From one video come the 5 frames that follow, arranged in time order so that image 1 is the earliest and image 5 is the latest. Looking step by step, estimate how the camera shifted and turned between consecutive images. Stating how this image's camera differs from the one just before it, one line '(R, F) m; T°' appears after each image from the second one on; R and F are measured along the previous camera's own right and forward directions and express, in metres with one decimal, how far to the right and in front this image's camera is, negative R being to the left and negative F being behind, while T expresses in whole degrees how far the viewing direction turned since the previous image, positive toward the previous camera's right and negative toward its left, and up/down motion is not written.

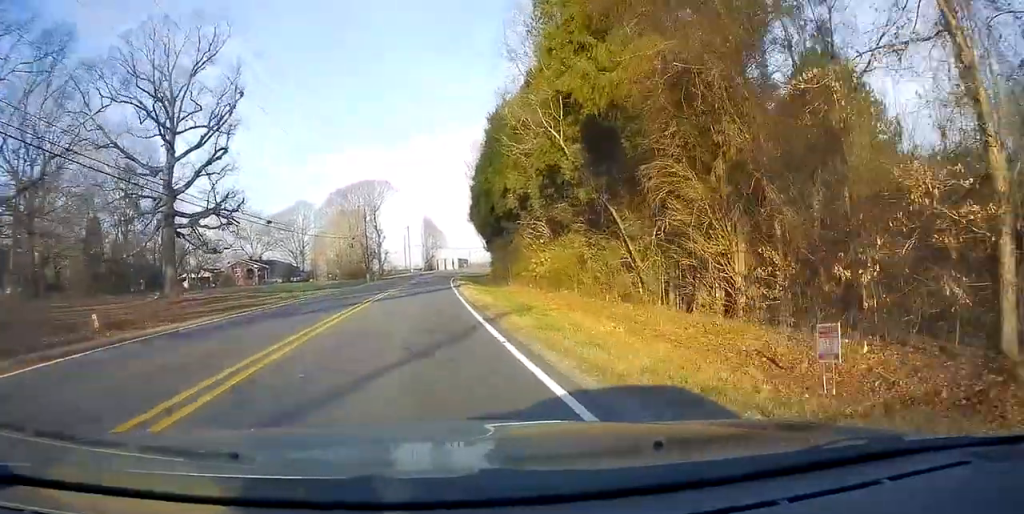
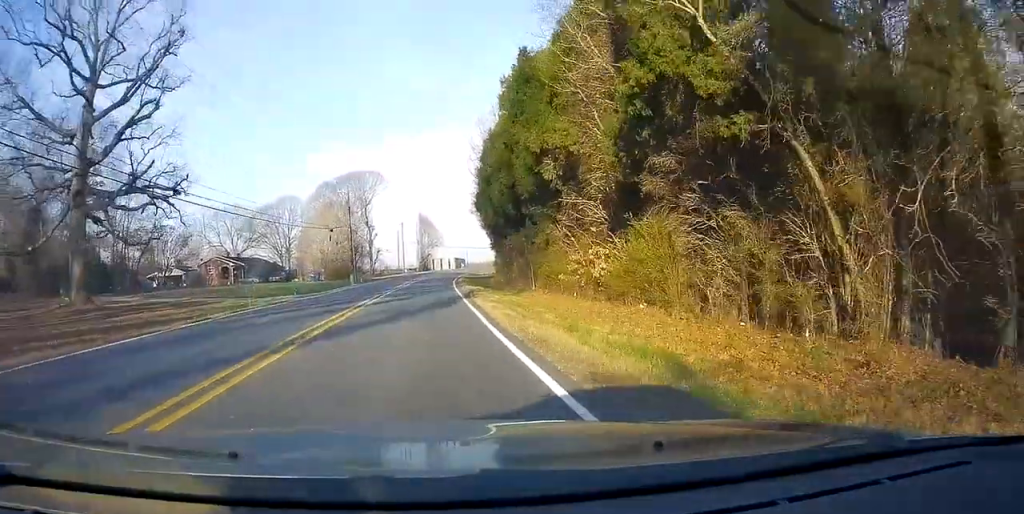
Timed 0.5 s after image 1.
(+0.4, +11.8) m; +2°
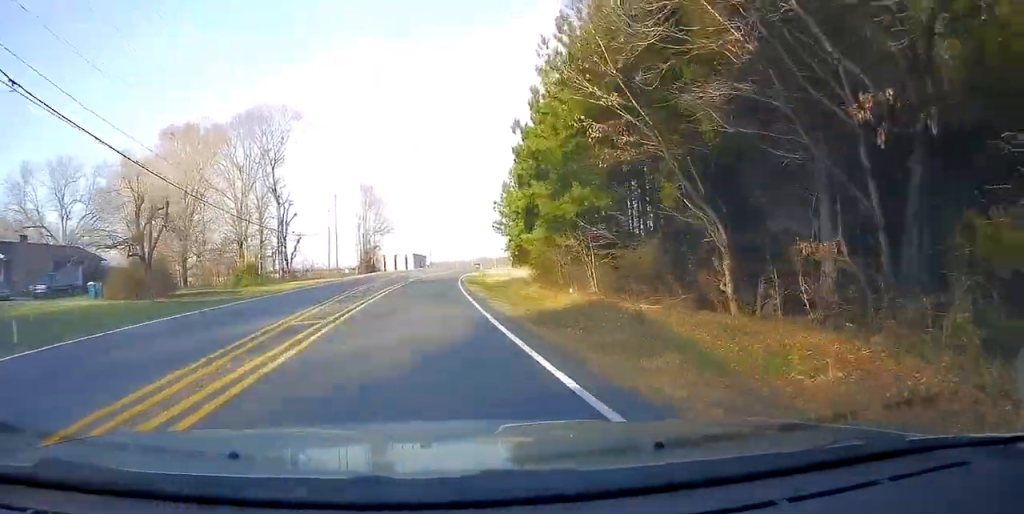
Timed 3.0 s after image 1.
(-0.4, +55.1) m; +2°
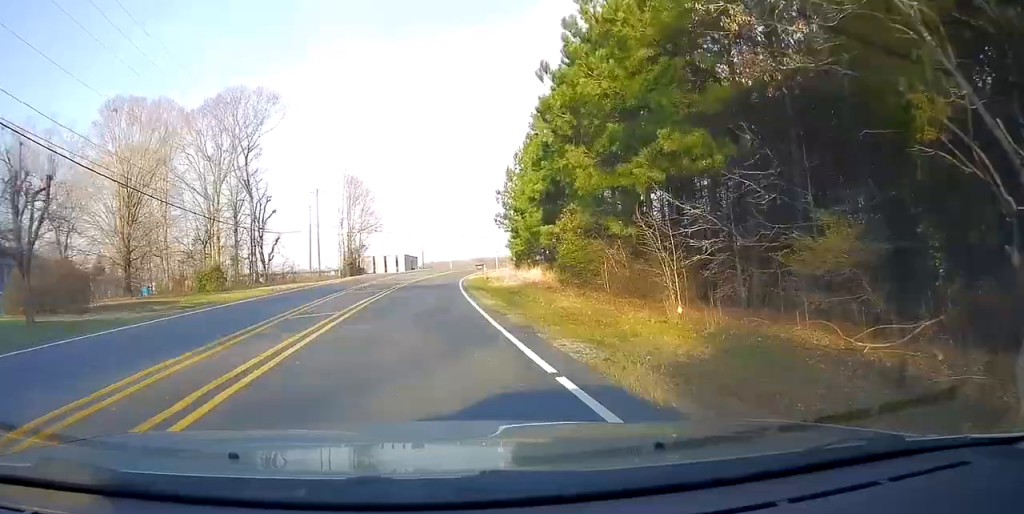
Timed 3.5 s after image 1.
(+0.3, +9.4) m; +1°
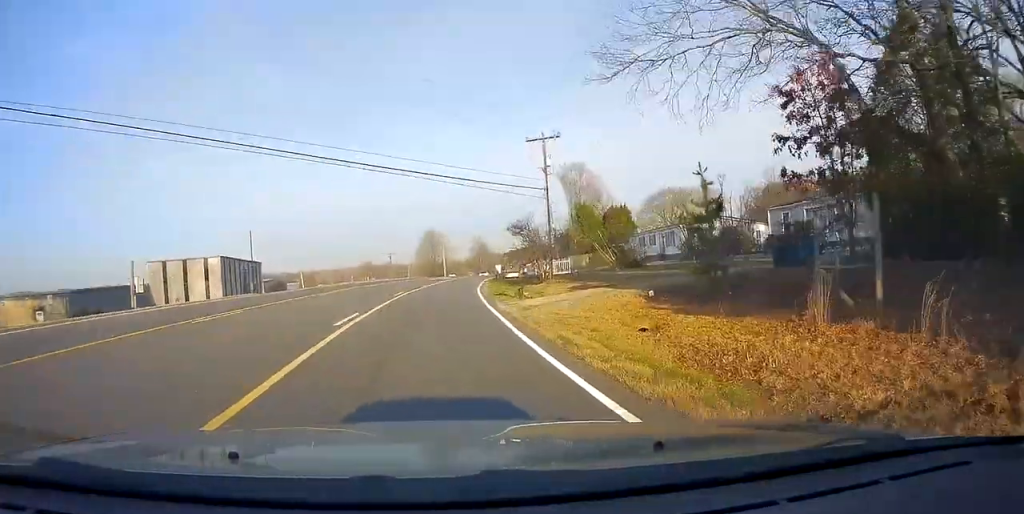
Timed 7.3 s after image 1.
(+7.3, +79.9) m; +12°
